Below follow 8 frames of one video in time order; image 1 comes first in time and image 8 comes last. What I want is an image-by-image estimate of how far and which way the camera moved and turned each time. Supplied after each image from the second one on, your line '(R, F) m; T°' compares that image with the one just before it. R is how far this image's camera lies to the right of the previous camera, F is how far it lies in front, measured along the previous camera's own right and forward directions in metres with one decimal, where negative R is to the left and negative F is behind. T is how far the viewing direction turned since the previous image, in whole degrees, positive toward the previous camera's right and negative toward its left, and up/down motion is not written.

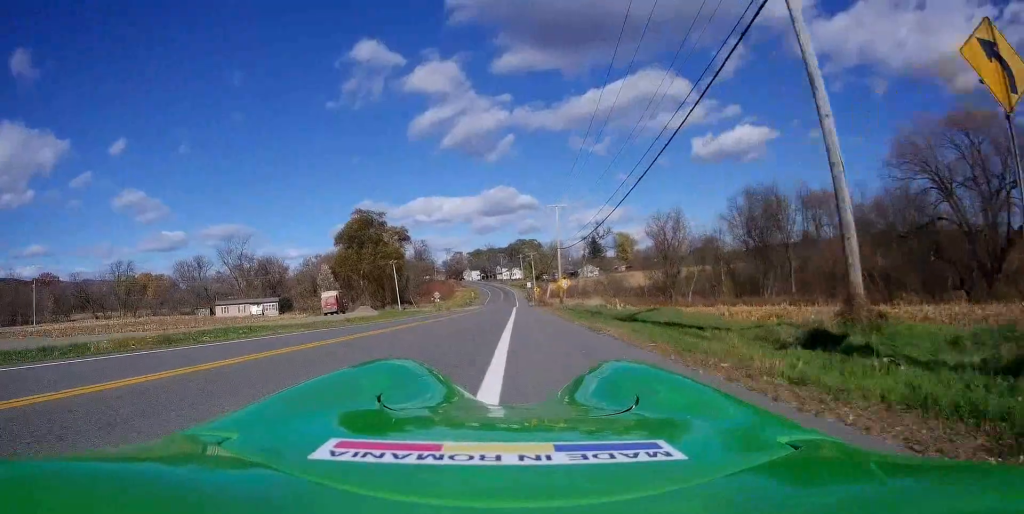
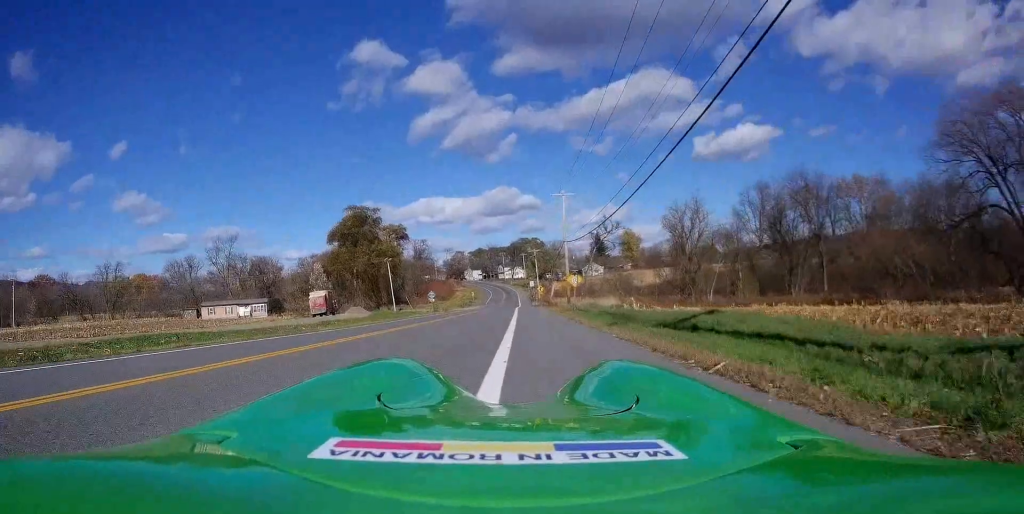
(+0.3, +6.8) m; +1°
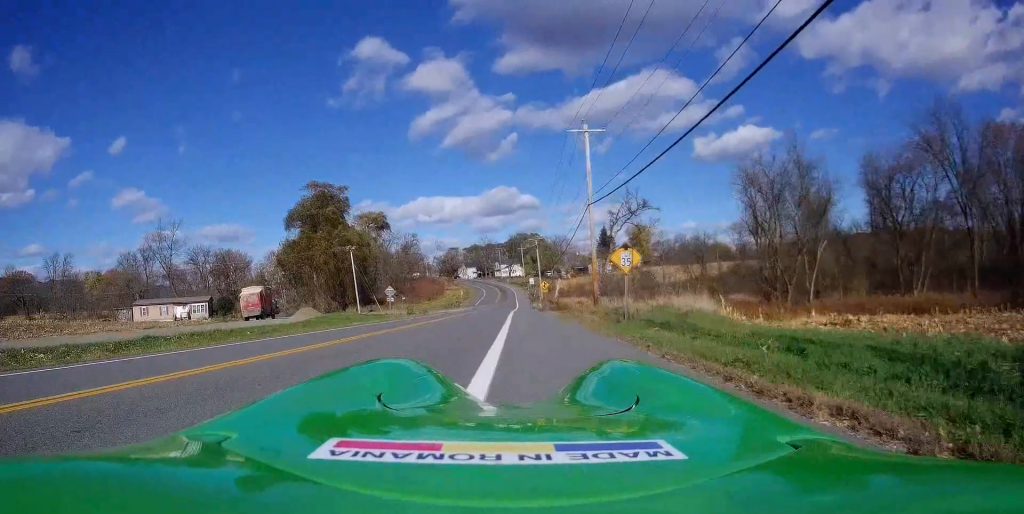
(+0.4, +23.0) m; 0°
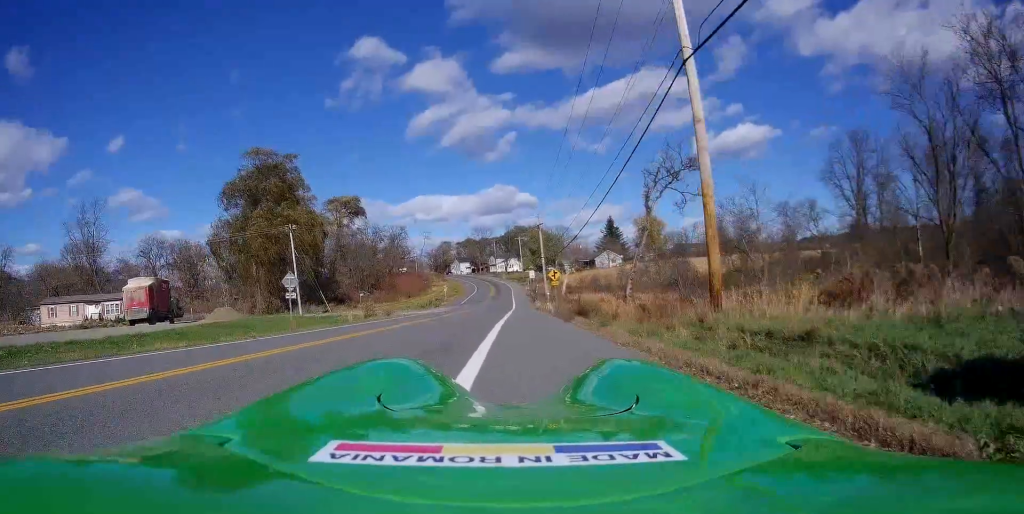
(-0.3, +22.8) m; 0°
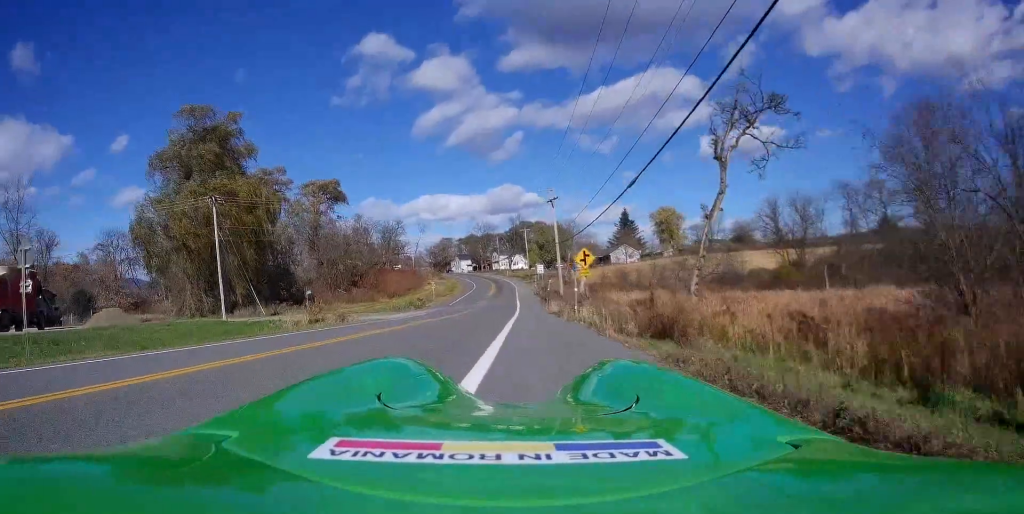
(+0.3, +18.6) m; +1°
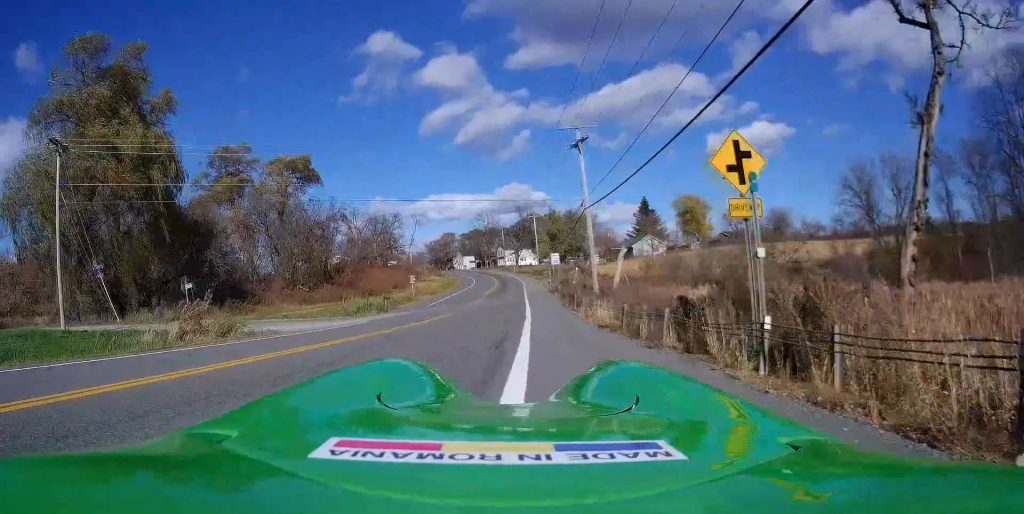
(-0.2, +19.5) m; -1°
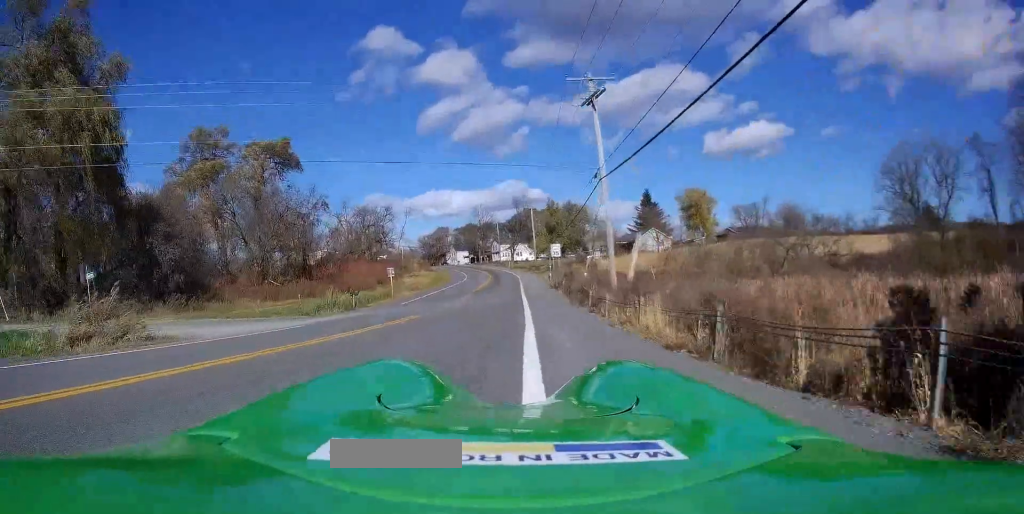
(0.0, +7.9) m; -5°
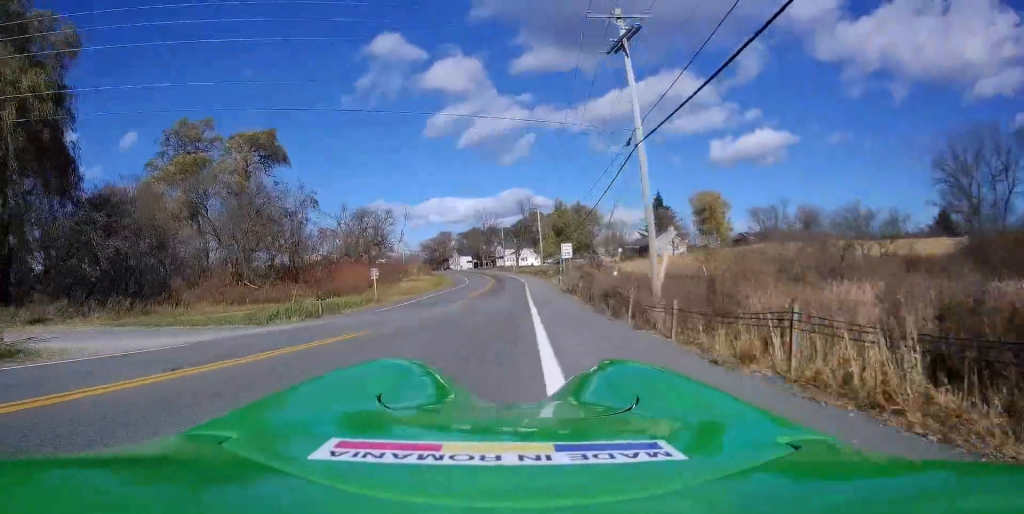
(+0.7, +7.2) m; -6°
